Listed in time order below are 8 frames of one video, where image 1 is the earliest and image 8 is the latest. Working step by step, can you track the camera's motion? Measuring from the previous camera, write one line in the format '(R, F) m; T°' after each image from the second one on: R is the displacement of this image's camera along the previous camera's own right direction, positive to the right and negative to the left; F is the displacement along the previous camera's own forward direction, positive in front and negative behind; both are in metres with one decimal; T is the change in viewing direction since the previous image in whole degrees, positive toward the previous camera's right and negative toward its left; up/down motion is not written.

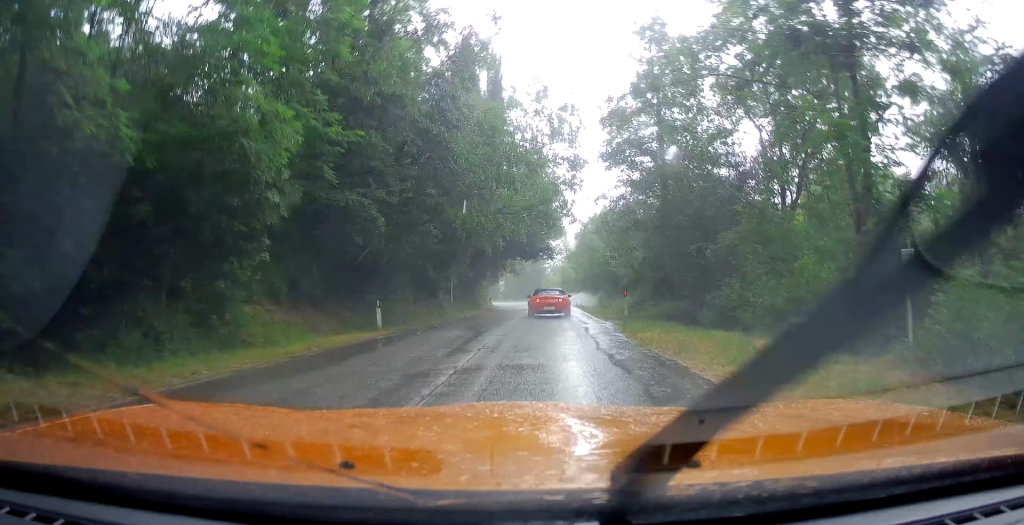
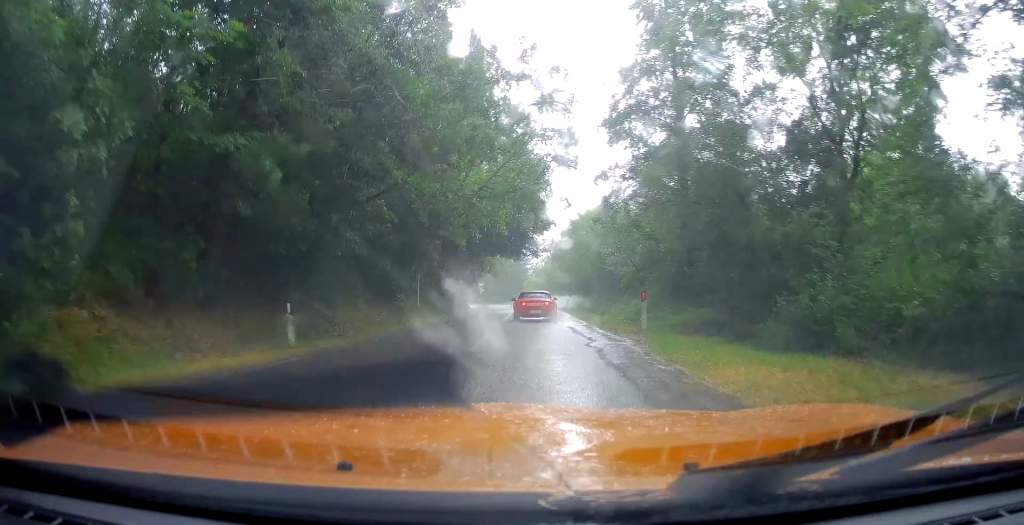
(0.0, +6.2) m; +1°
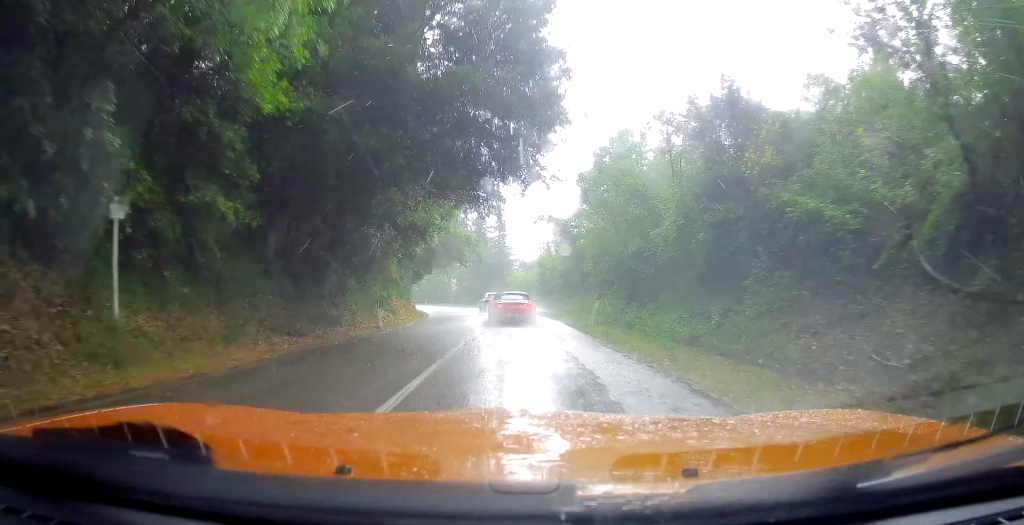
(+1.1, +24.1) m; +4°
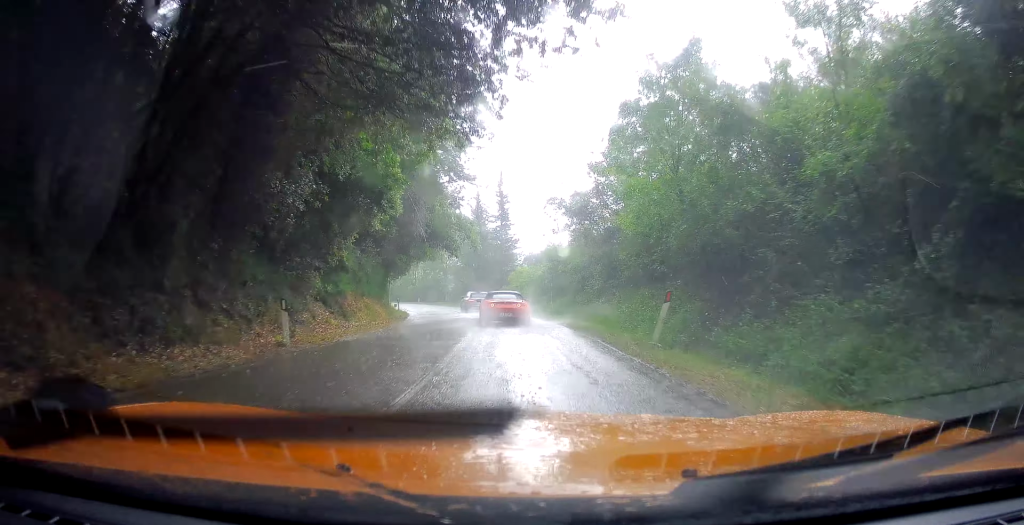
(+0.3, +9.1) m; 0°
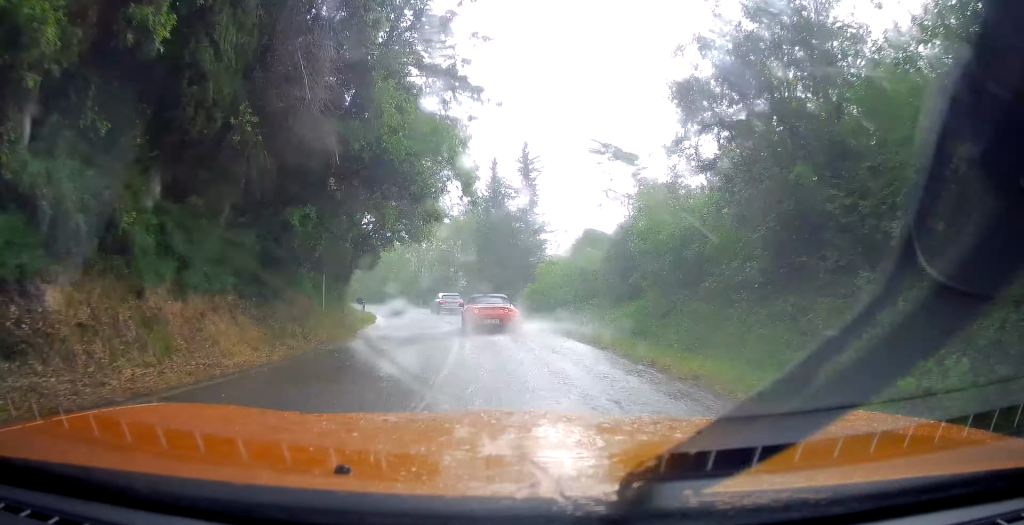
(-0.6, +15.5) m; -1°
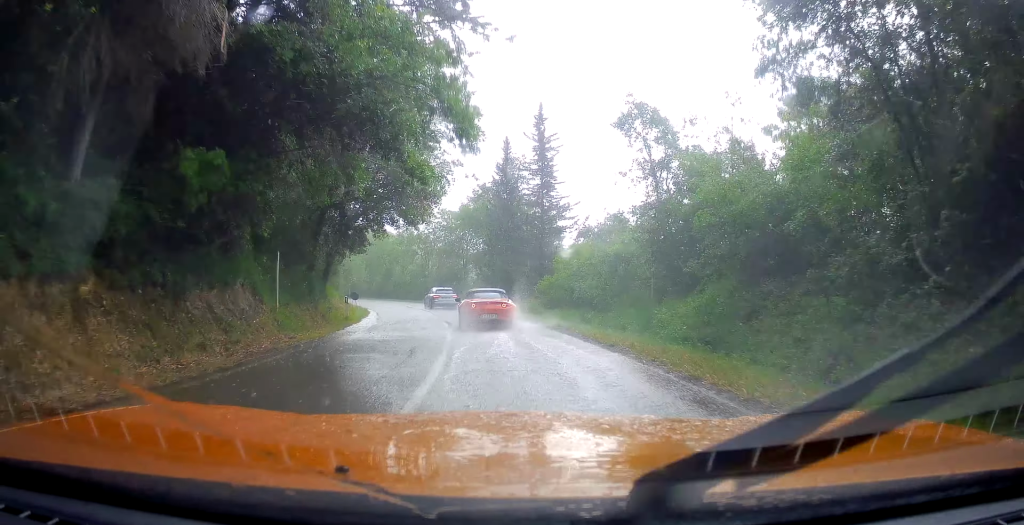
(+0.1, +5.2) m; 0°
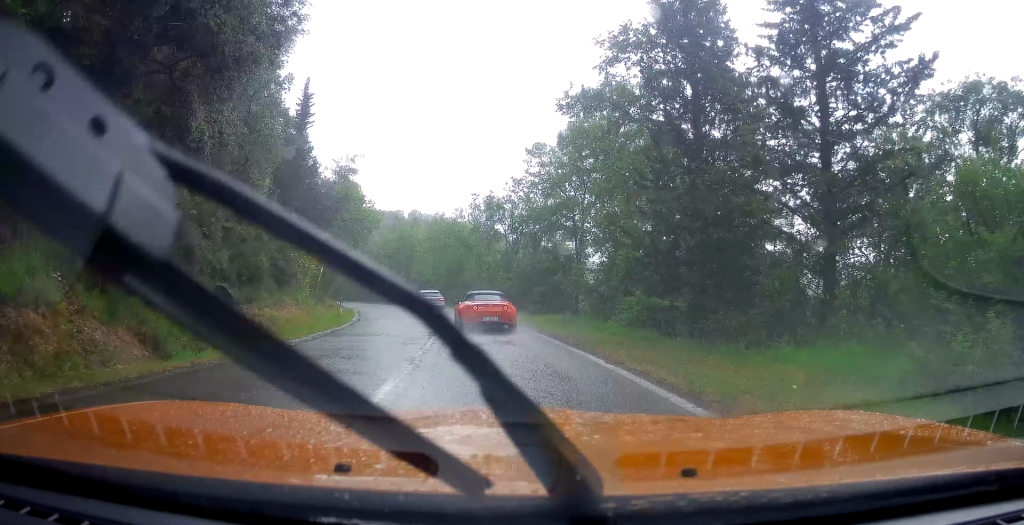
(-0.6, +28.7) m; -6°
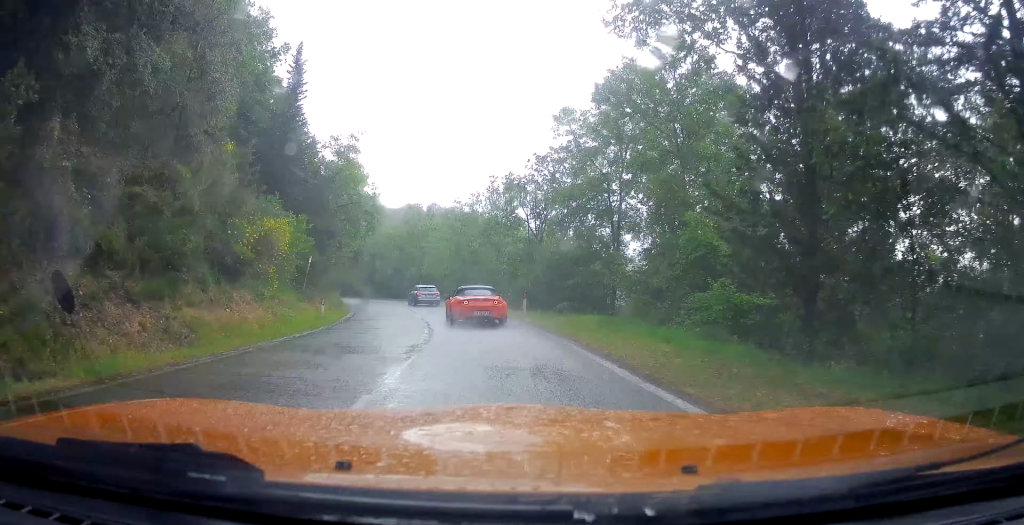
(-0.3, +5.8) m; -2°
